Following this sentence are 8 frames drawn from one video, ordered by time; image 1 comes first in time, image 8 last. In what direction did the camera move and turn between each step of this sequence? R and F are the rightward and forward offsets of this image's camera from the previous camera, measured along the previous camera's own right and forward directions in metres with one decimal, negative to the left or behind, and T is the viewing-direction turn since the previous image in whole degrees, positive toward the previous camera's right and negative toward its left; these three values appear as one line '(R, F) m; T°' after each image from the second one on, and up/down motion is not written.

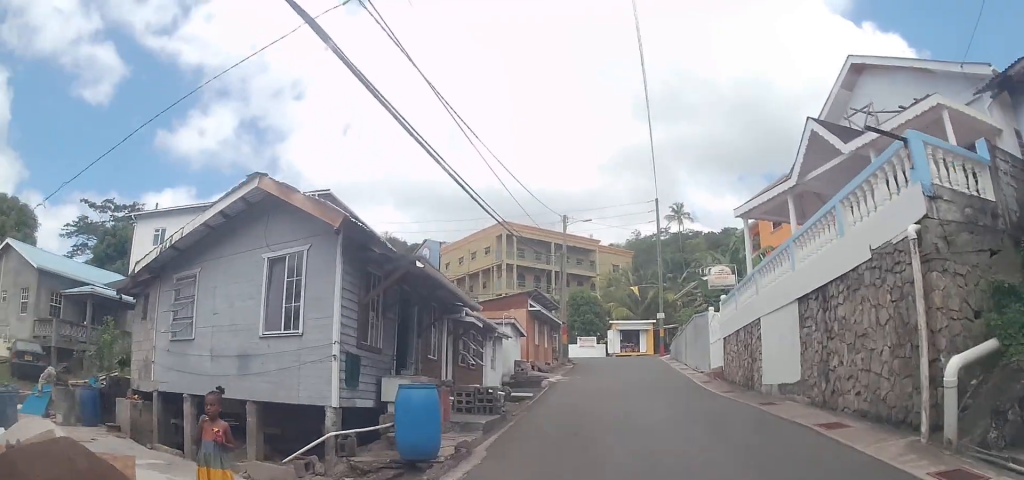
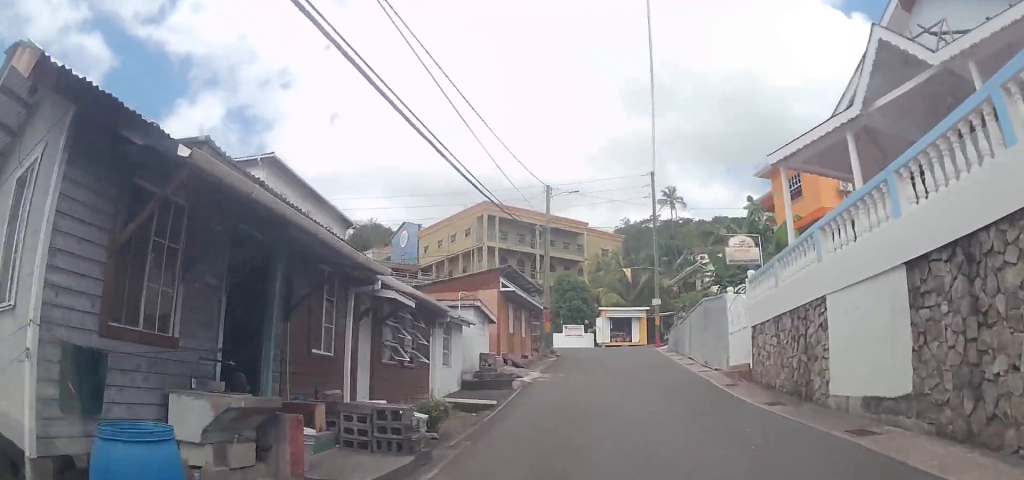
(+0.5, +4.8) m; +1°
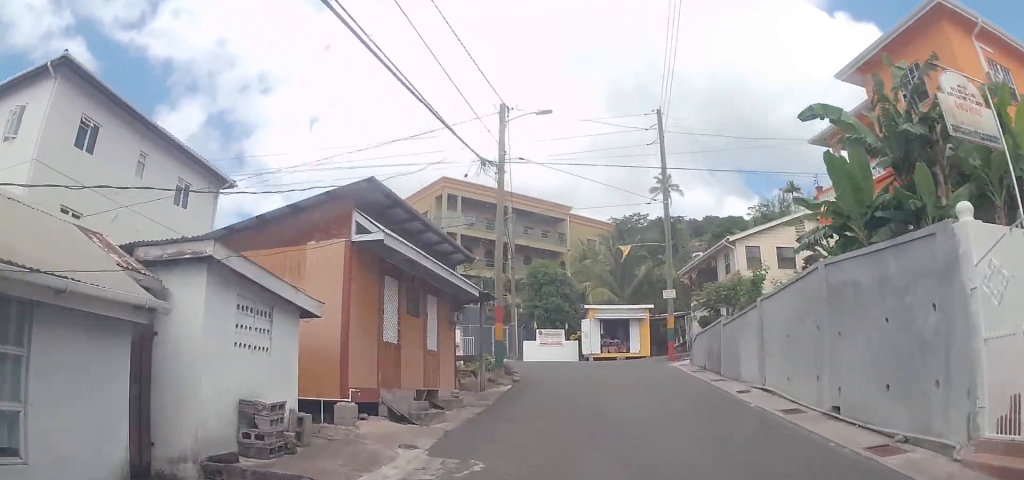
(-0.3, +12.2) m; +3°
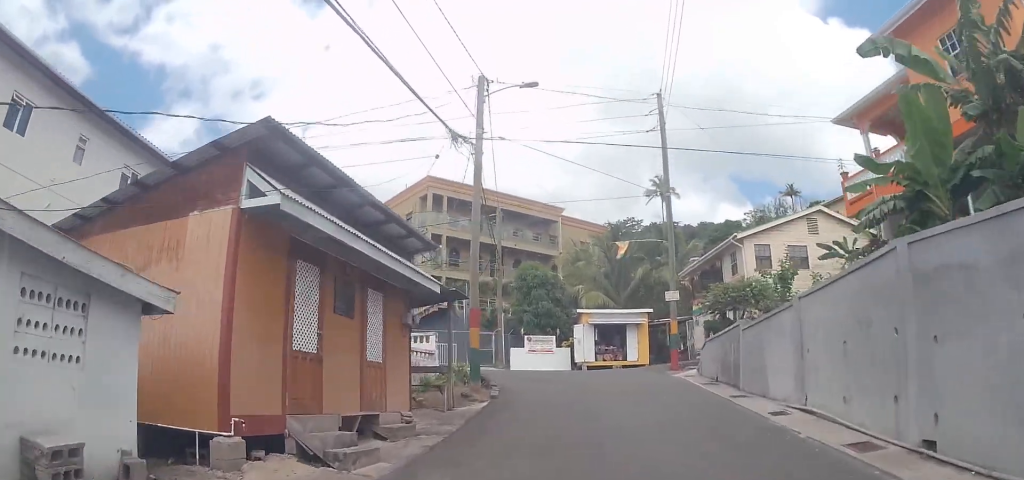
(+0.1, +3.1) m; 0°
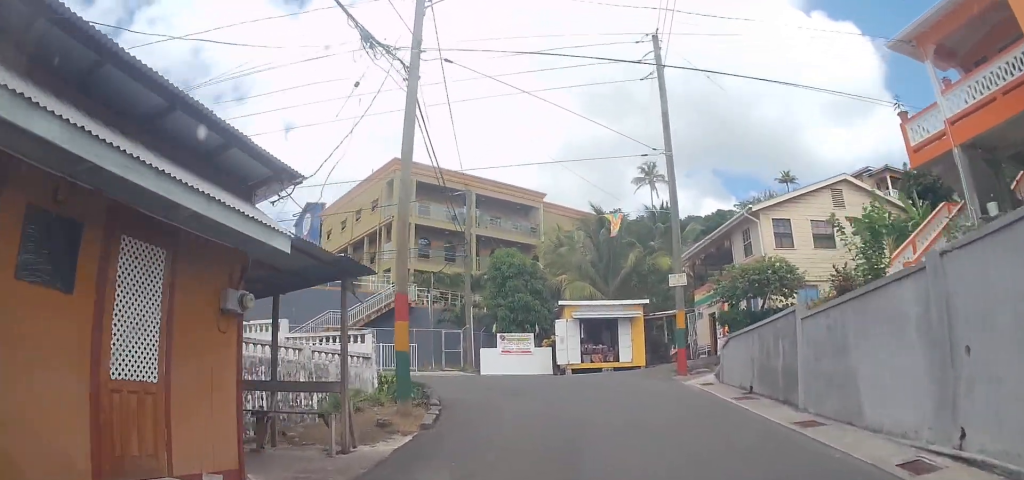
(0.0, +5.4) m; -3°
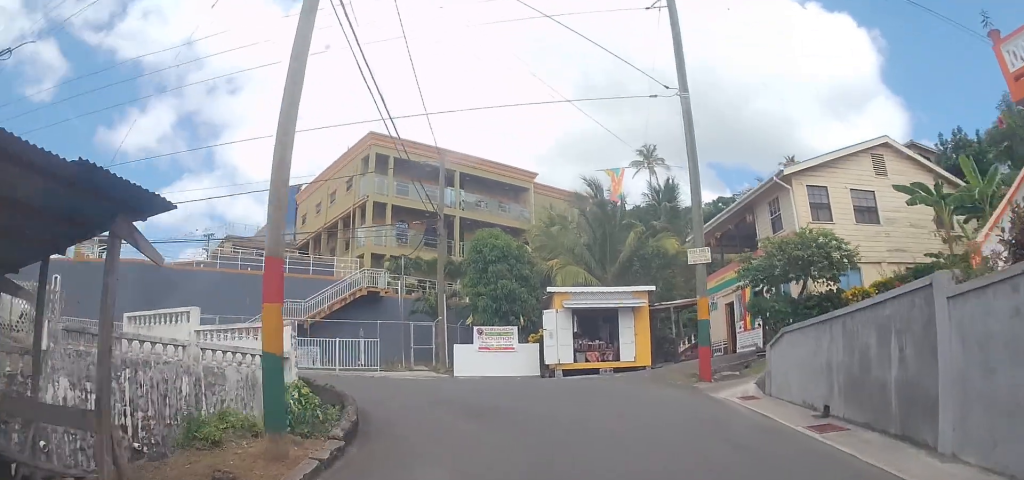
(-0.1, +4.9) m; -7°
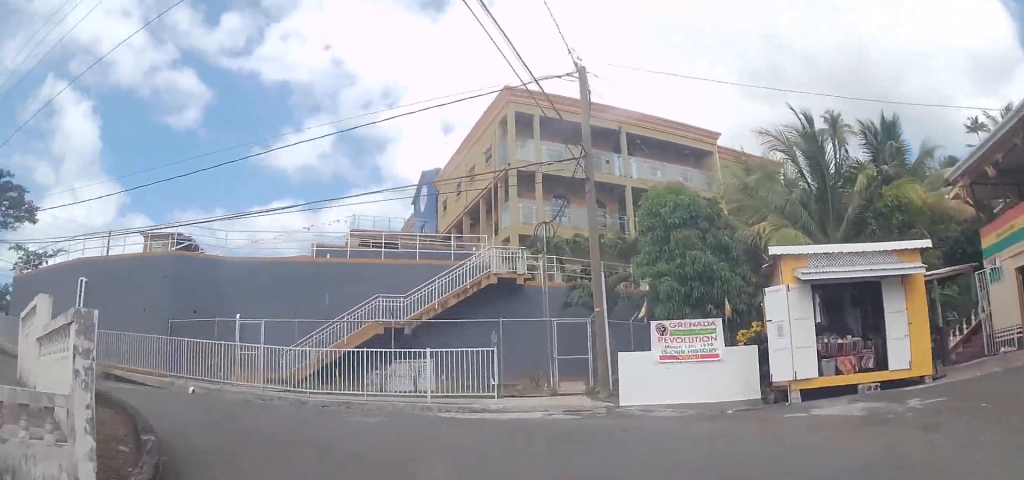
(-3.4, +10.3) m; -34°
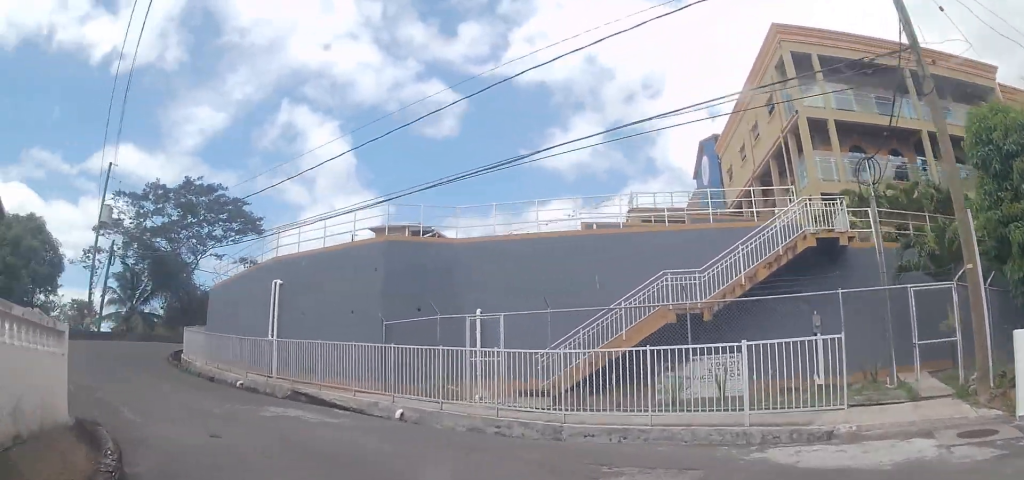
(-0.8, +6.2) m; -12°
